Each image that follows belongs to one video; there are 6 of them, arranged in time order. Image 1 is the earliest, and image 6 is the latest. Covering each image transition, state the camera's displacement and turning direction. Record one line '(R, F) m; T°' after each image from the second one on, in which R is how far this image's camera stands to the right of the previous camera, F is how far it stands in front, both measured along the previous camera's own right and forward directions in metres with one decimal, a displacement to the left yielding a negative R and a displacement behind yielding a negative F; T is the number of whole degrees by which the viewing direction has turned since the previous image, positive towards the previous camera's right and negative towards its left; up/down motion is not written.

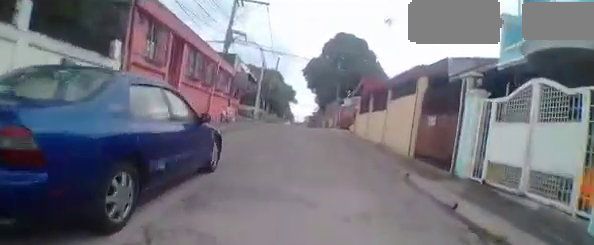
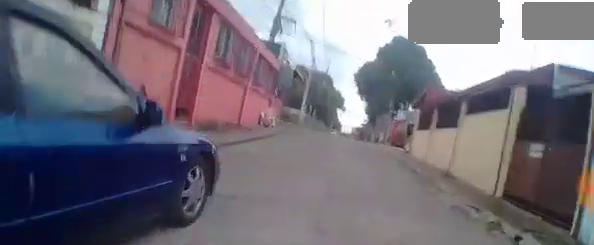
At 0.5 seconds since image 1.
(-0.1, +2.7) m; +1°
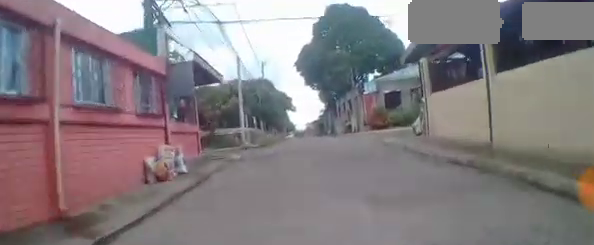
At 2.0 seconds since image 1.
(+0.4, +8.5) m; +2°
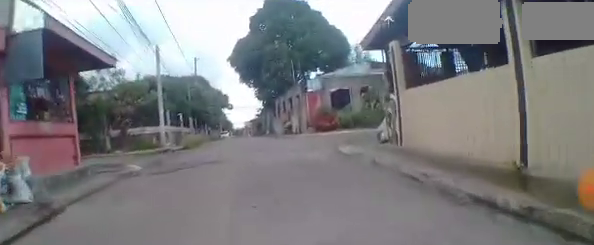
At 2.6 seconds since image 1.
(-0.3, +3.5) m; +3°
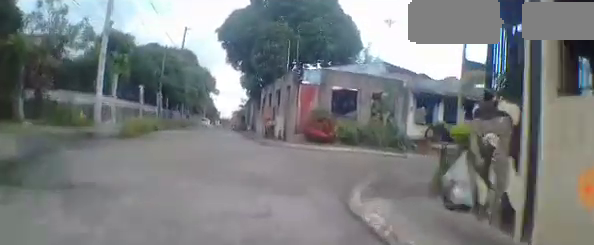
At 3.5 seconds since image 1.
(+0.6, +4.8) m; +9°
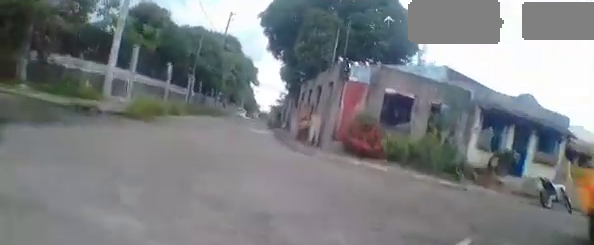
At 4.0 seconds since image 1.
(+0.1, +2.3) m; 0°
